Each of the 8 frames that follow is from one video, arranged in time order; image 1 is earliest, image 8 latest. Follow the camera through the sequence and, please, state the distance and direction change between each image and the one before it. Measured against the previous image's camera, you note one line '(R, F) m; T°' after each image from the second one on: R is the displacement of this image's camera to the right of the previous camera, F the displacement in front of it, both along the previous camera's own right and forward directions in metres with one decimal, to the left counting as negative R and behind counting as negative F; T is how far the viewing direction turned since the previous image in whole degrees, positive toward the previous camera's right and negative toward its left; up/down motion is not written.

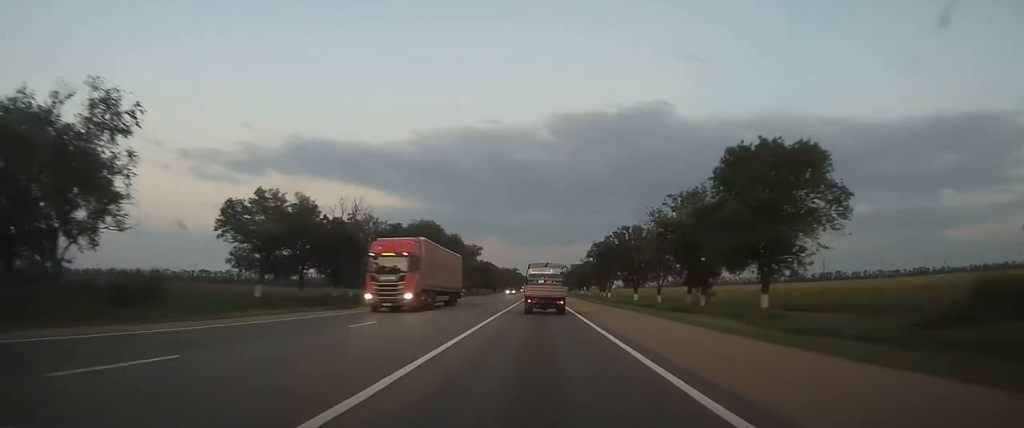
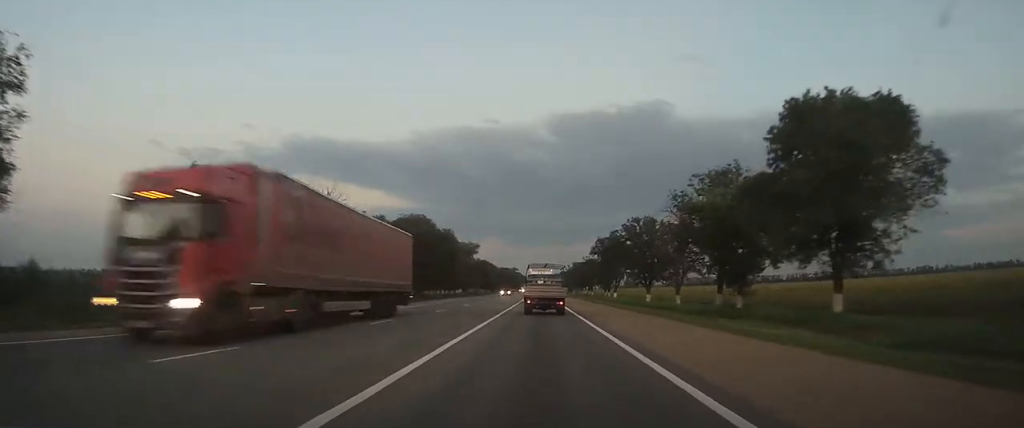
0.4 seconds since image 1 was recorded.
(0.0, +9.9) m; 0°
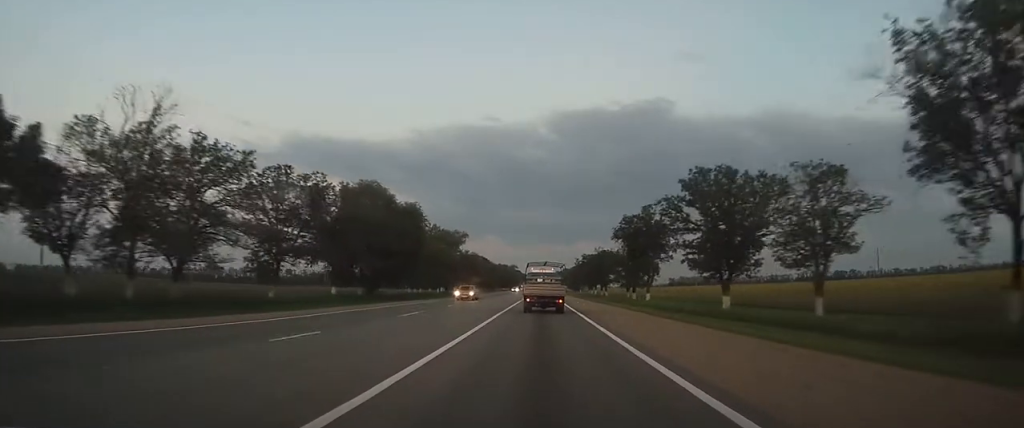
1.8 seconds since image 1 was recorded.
(0.0, +31.9) m; 0°
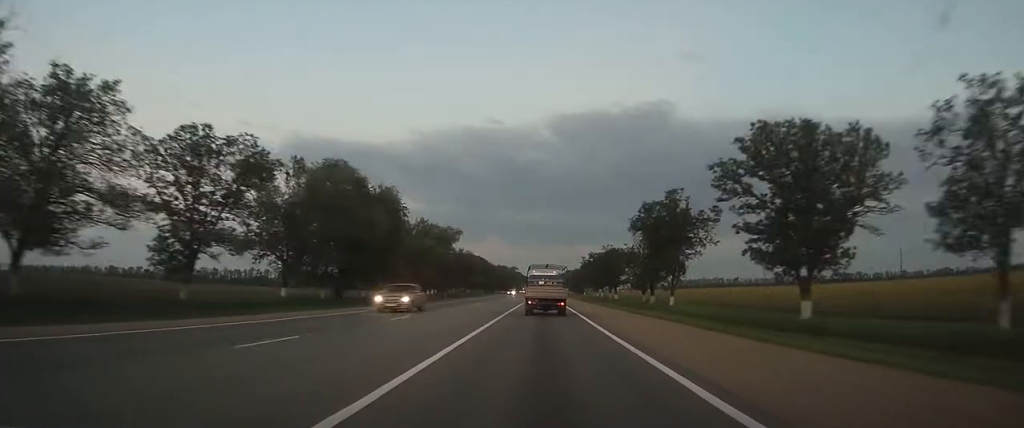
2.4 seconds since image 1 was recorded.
(0.0, +13.7) m; 0°
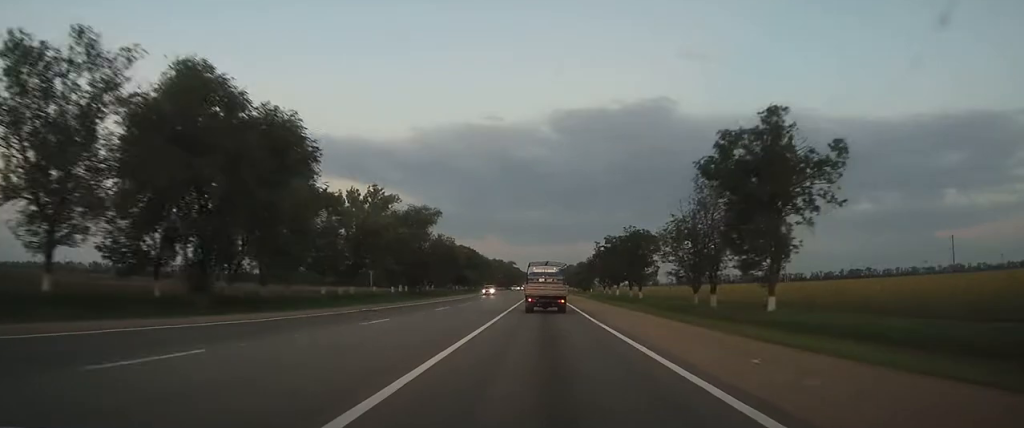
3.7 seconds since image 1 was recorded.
(-0.1, +28.3) m; 0°
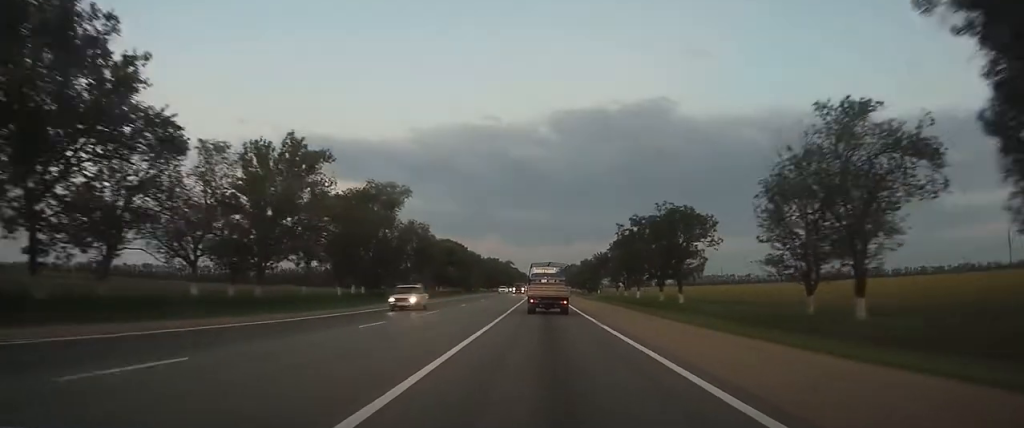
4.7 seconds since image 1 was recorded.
(0.0, +24.6) m; 0°
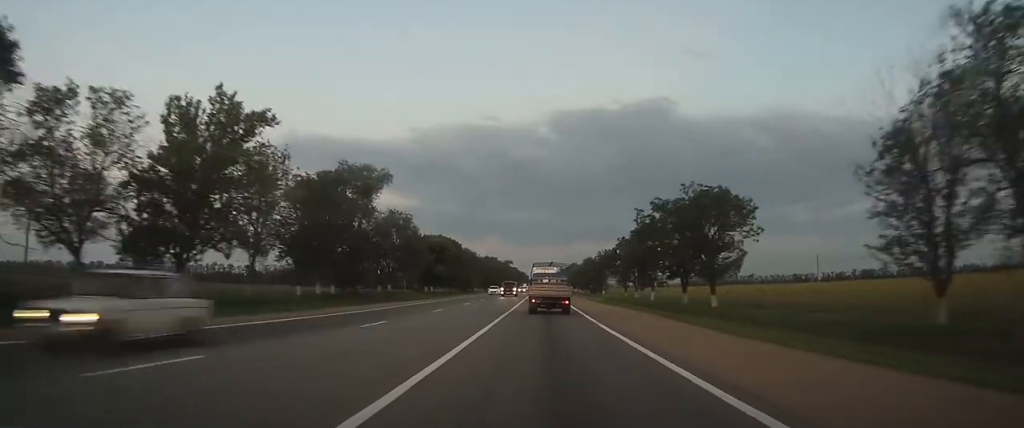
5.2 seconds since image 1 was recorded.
(0.0, +11.6) m; 0°
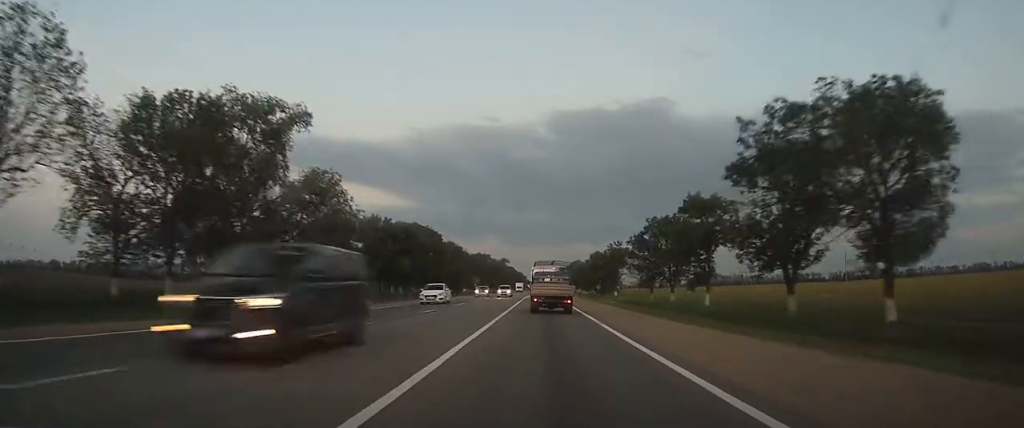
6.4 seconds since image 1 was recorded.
(+0.1, +26.2) m; 0°
